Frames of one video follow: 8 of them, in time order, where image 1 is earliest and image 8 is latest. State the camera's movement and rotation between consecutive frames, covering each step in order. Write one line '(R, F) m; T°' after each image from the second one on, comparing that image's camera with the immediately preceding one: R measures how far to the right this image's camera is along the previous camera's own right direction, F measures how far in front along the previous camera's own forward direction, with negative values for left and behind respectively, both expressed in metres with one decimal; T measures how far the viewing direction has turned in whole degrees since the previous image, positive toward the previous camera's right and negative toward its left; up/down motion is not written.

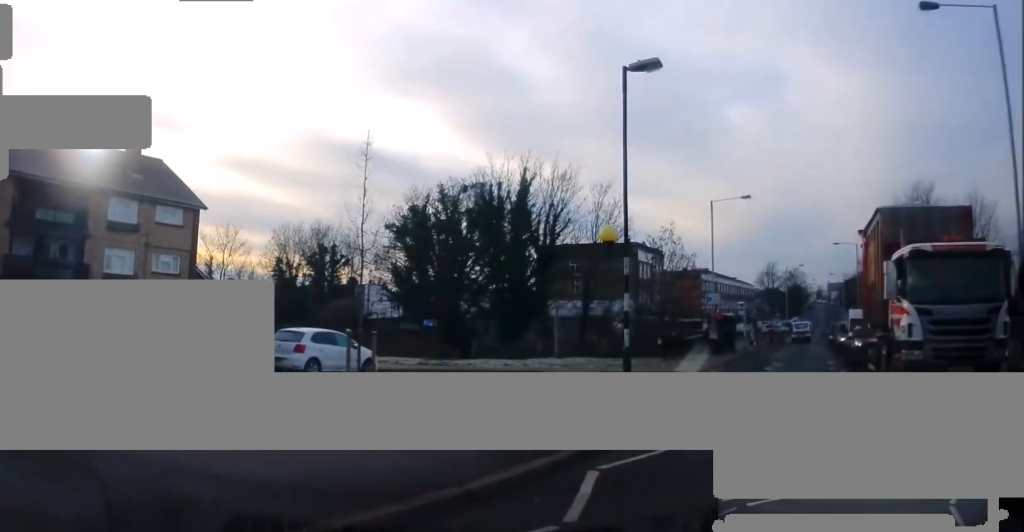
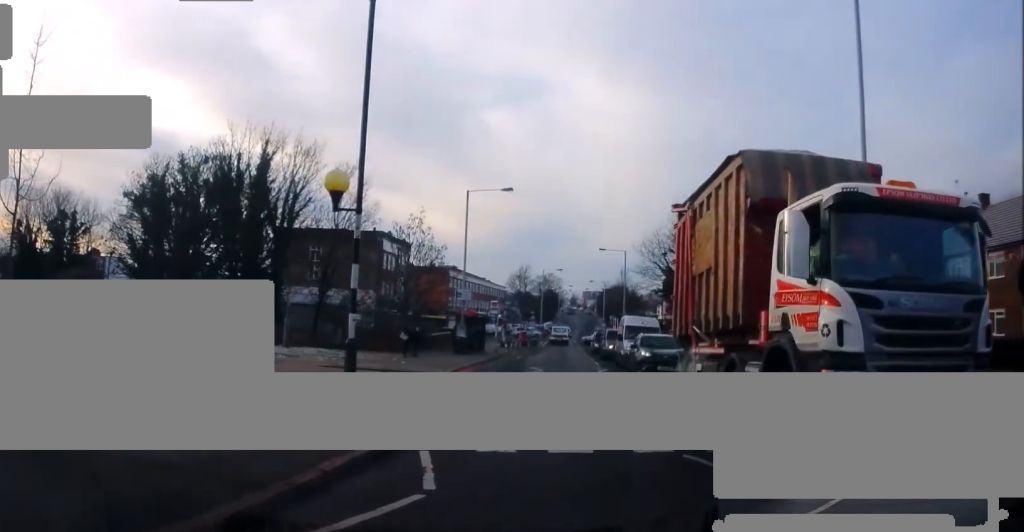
(+0.2, +3.6) m; +5°
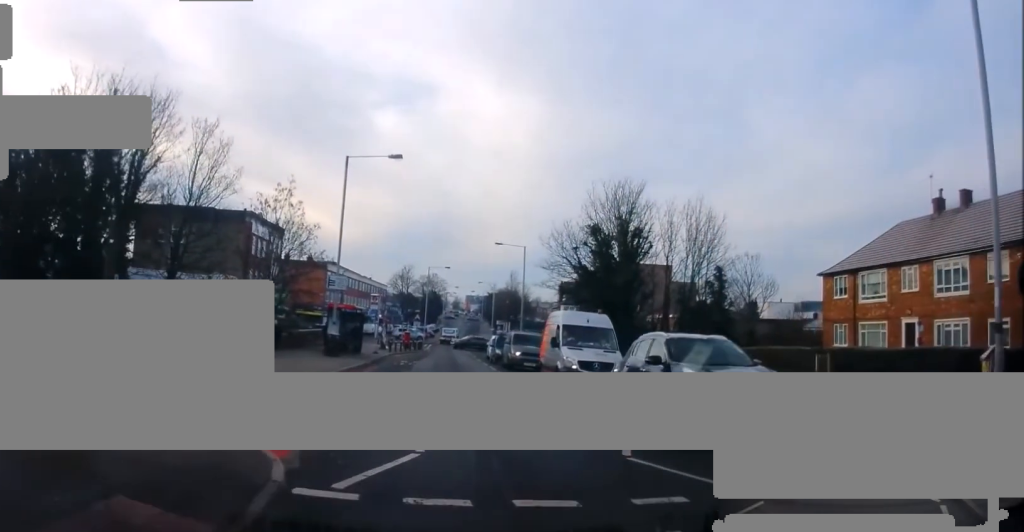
(+0.8, +8.1) m; +8°
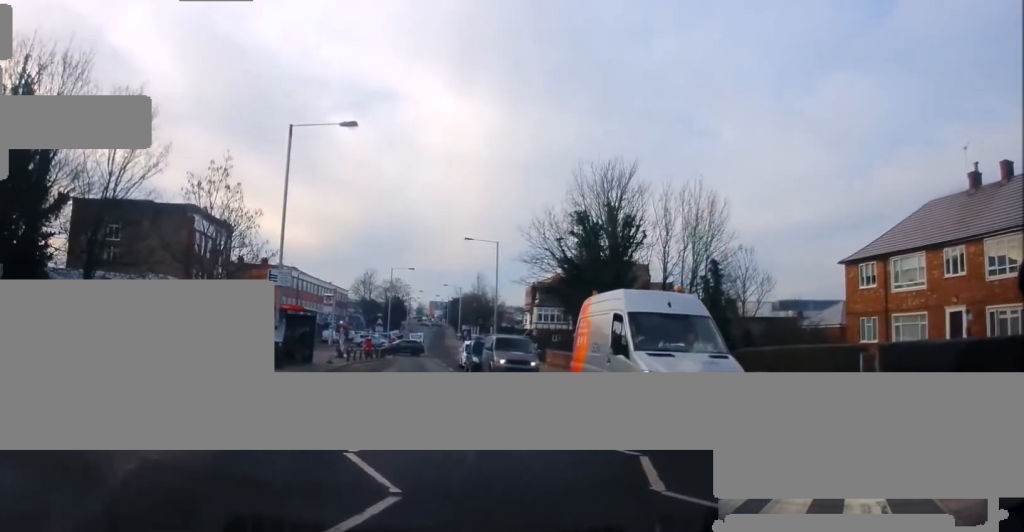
(-0.1, +6.1) m; 0°
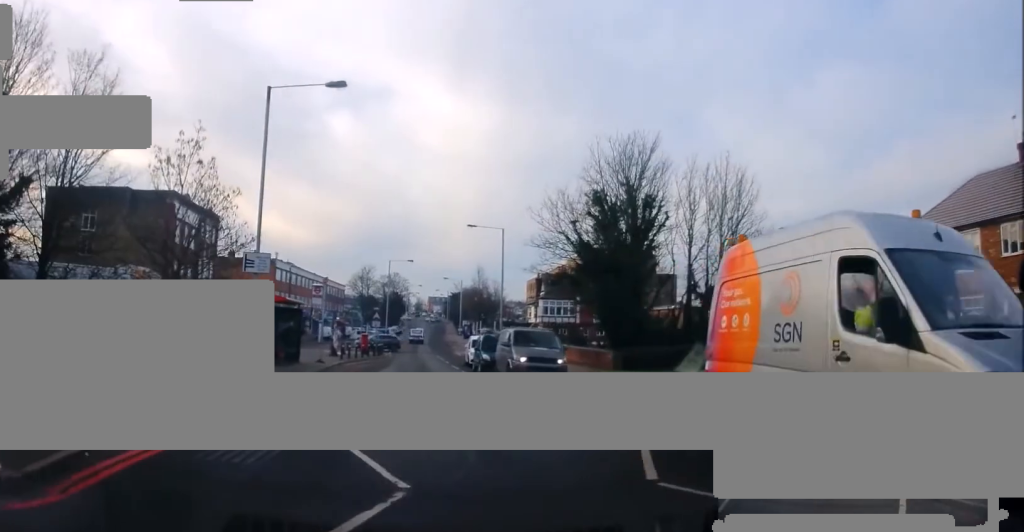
(0.0, +4.2) m; +1°
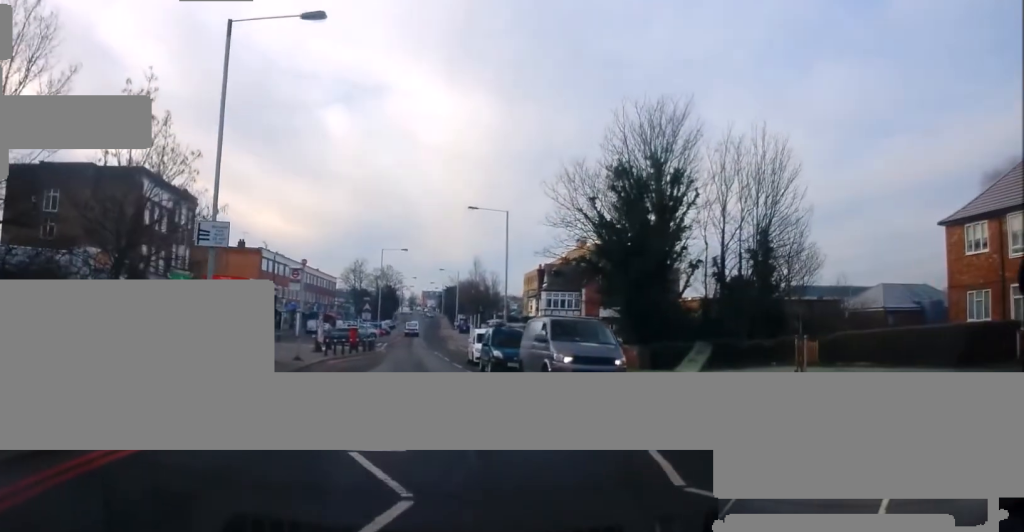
(+0.1, +5.0) m; +1°
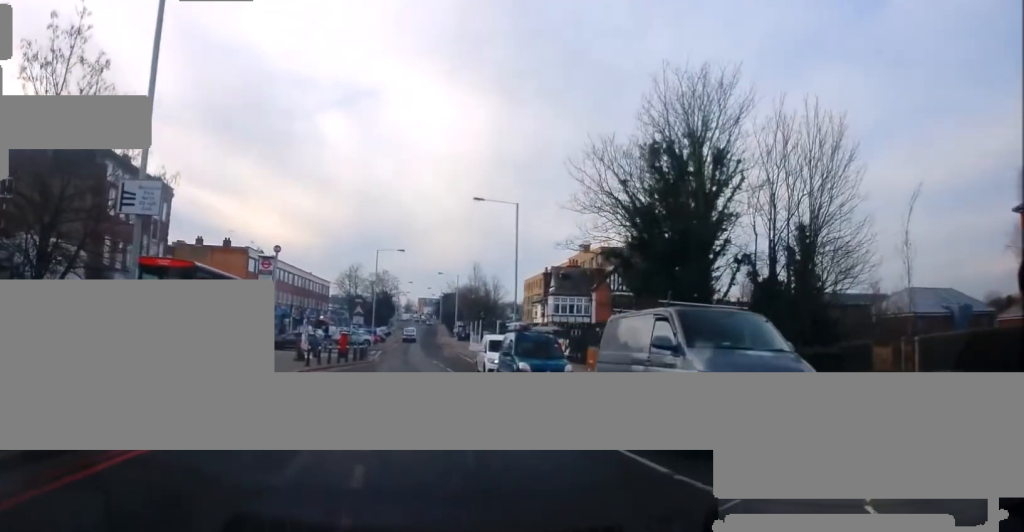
(0.0, +5.3) m; 0°
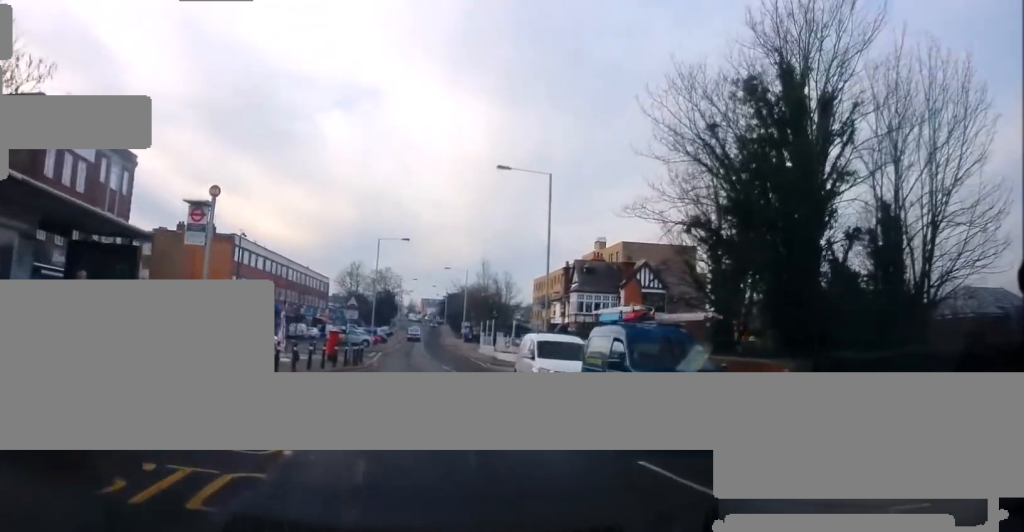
(0.0, +8.2) m; -3°
